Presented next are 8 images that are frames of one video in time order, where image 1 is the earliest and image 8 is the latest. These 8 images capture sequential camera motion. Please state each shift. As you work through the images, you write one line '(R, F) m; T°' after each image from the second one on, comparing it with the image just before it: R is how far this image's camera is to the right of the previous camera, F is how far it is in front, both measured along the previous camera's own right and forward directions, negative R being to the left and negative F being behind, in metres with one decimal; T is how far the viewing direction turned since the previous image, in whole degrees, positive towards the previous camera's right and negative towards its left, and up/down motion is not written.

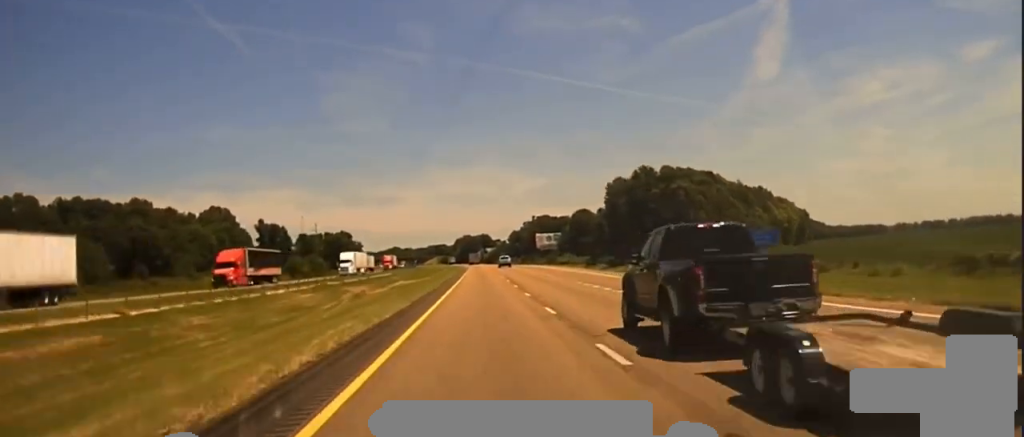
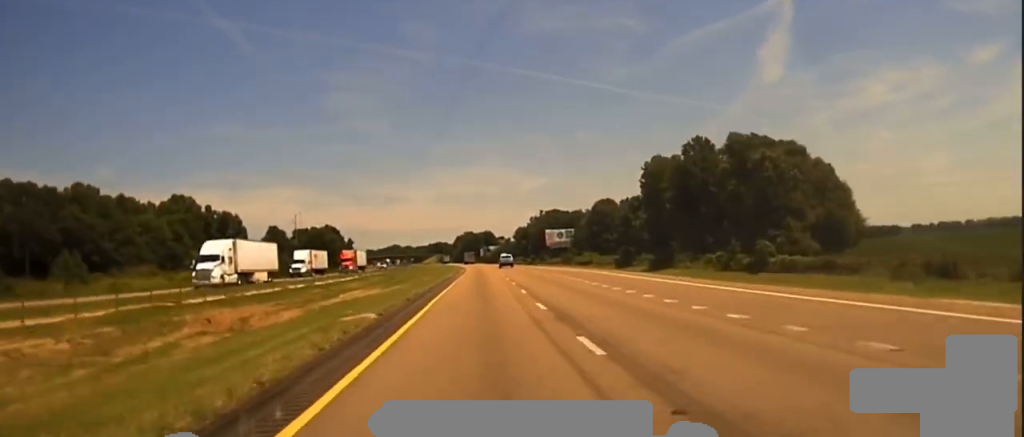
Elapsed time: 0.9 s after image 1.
(+0.1, +47.7) m; 0°
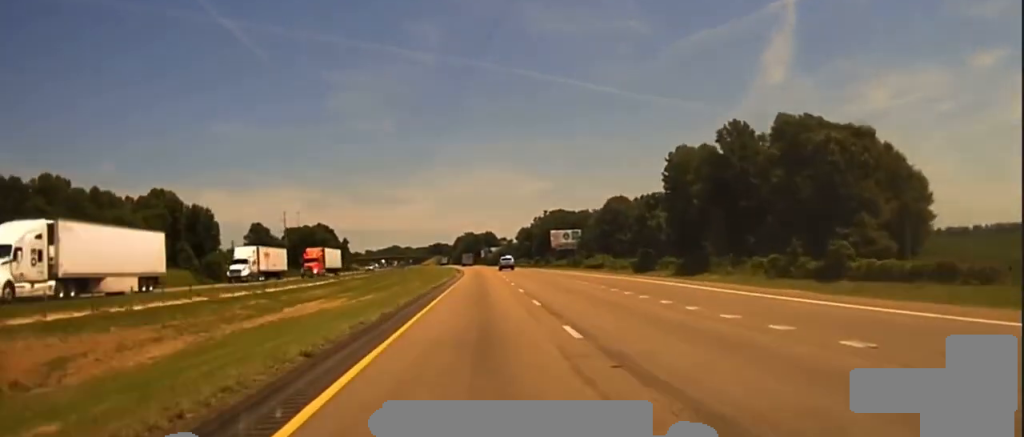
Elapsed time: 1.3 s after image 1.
(0.0, +21.2) m; 0°
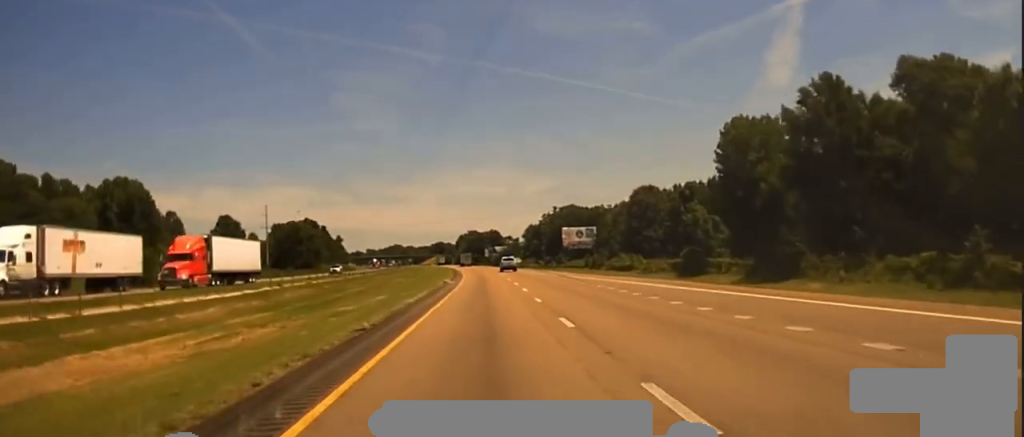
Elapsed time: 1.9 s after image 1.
(+0.1, +33.6) m; -1°
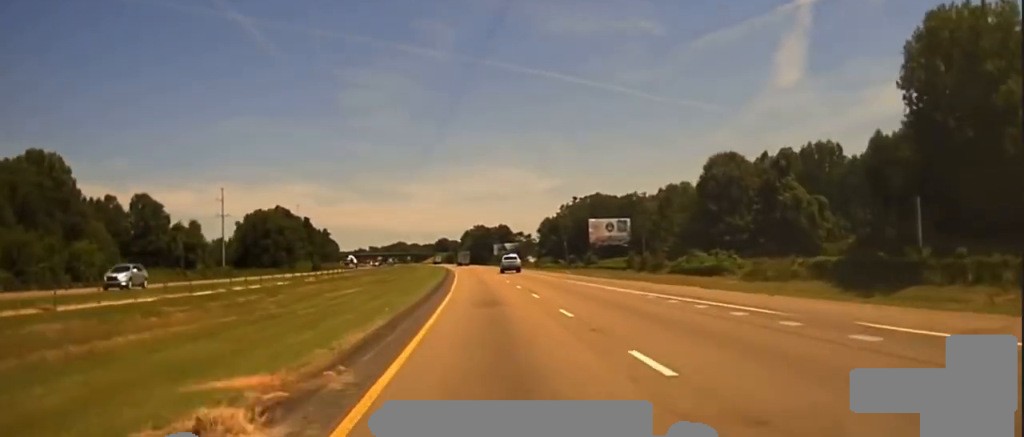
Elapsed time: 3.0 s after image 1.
(-0.7, +56.6) m; -1°
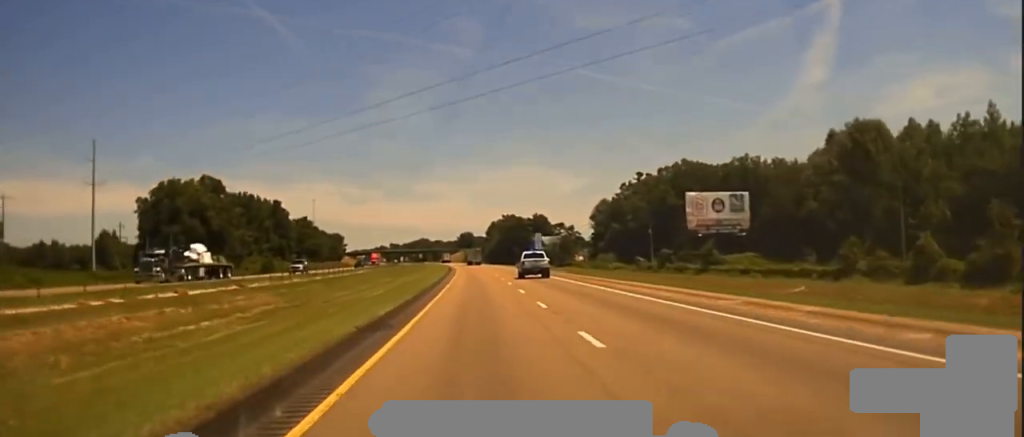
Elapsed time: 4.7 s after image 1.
(-0.8, +92.5) m; -2°
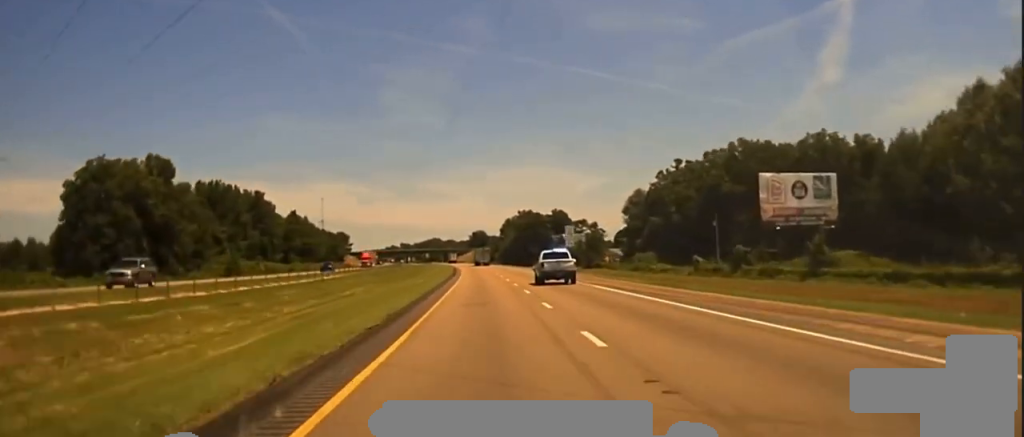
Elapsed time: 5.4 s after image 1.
(-0.5, +35.4) m; -1°
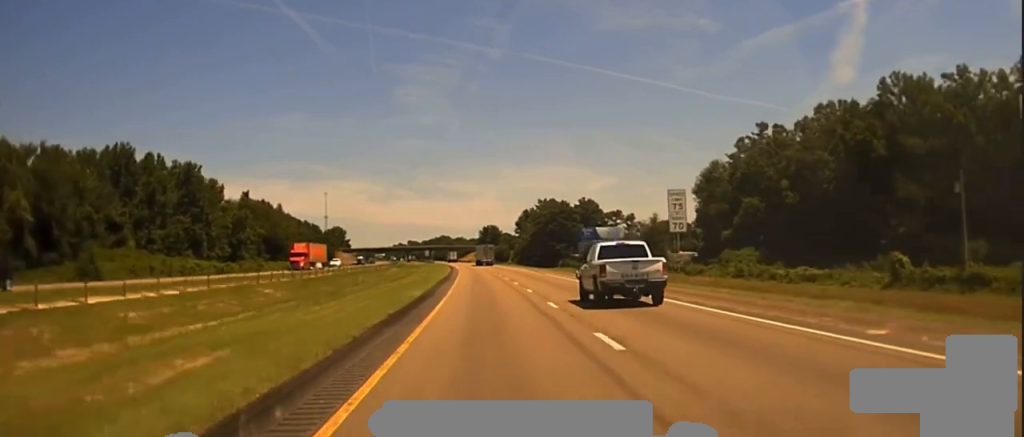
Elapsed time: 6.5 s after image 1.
(-0.5, +59.5) m; -1°
